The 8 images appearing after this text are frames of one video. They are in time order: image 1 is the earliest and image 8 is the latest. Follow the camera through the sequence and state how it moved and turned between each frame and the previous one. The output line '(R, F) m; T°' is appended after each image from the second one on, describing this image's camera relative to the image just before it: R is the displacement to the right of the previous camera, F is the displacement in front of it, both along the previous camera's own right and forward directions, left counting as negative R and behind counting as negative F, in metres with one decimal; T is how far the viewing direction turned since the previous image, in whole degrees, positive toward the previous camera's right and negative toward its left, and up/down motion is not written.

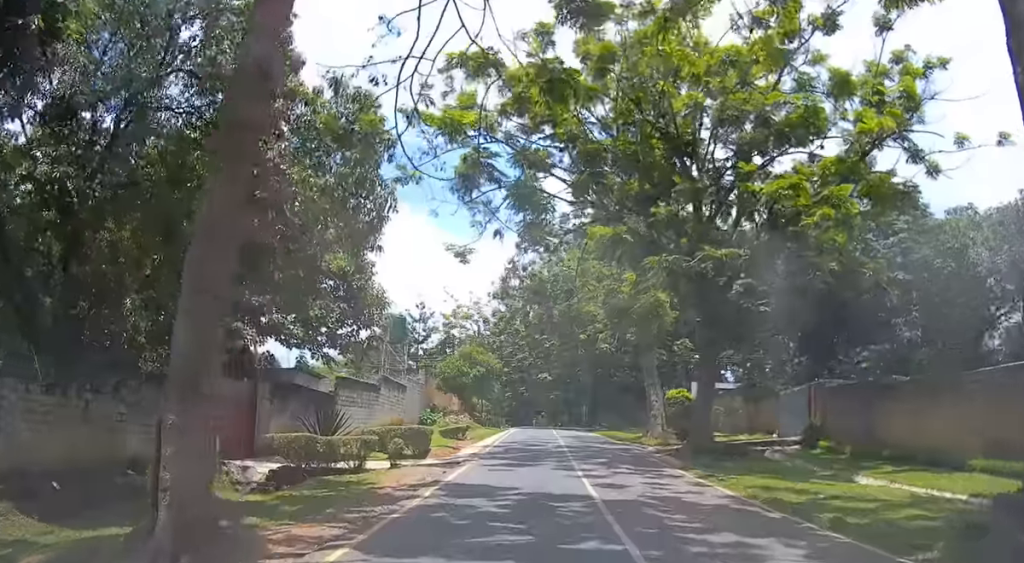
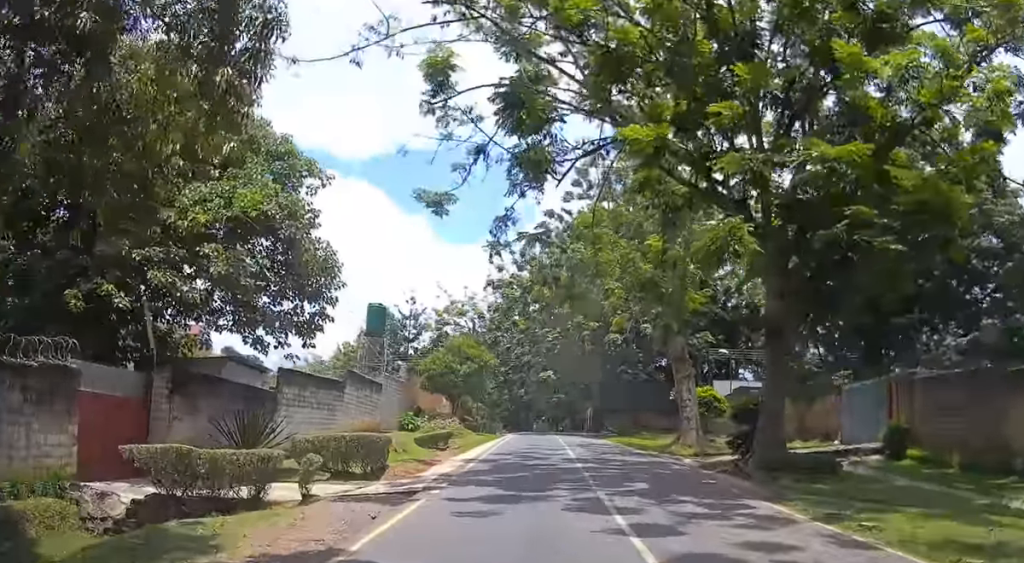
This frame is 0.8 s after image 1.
(0.0, +7.7) m; 0°
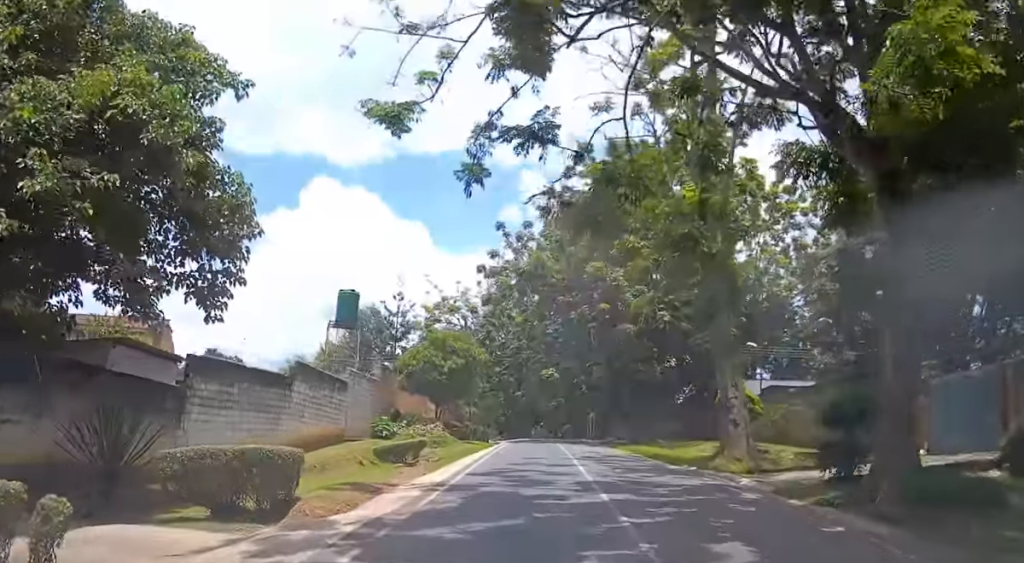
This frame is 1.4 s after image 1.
(0.0, +7.0) m; 0°
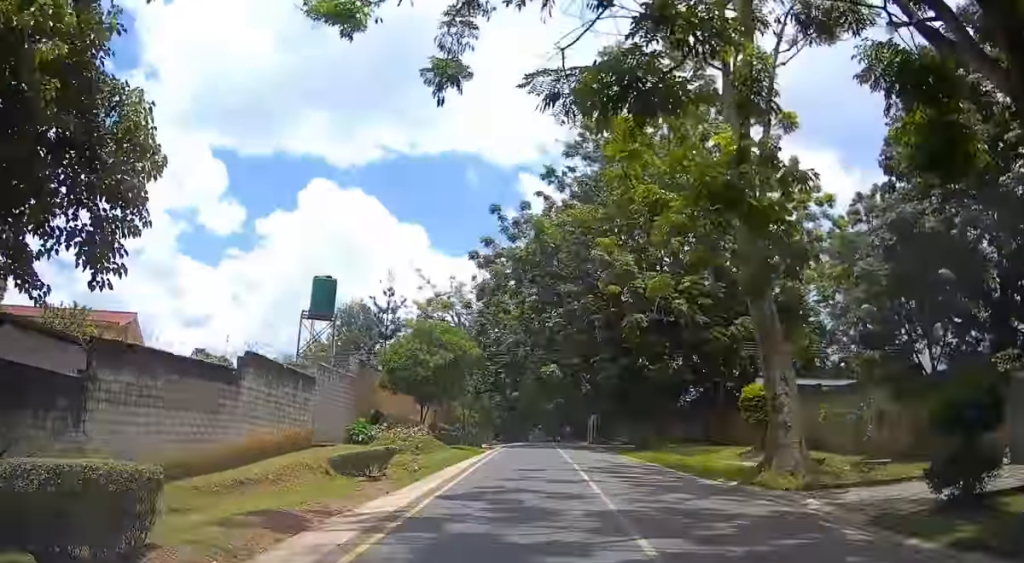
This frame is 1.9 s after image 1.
(0.0, +4.6) m; 0°
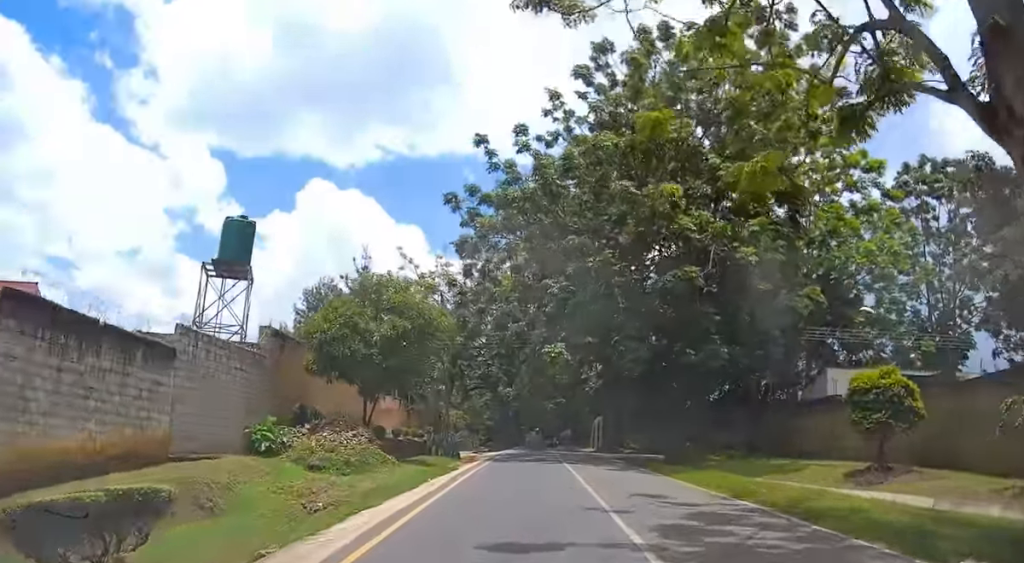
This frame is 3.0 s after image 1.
(0.0, +11.6) m; 0°
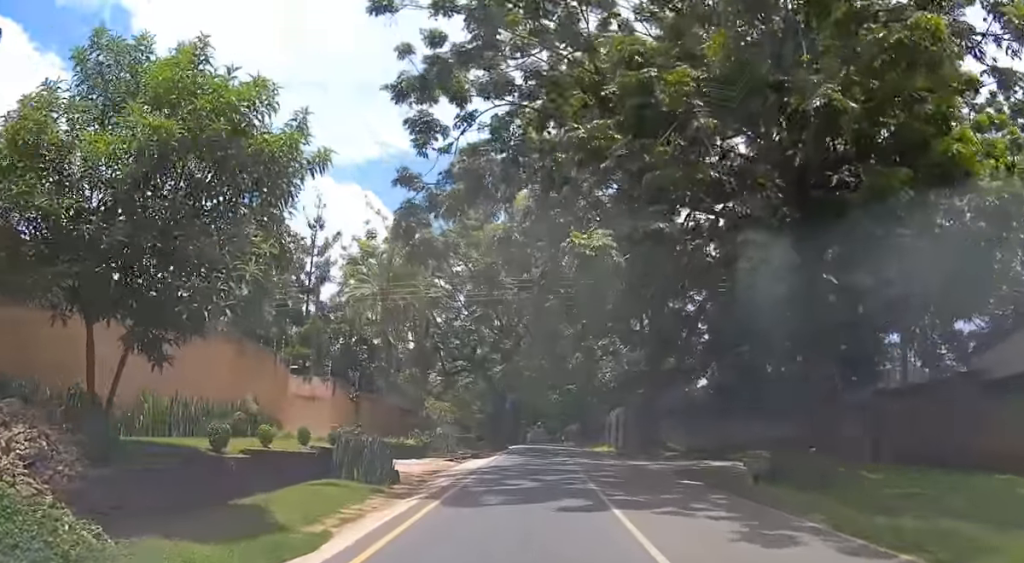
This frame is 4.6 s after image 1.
(0.0, +16.4) m; 0°
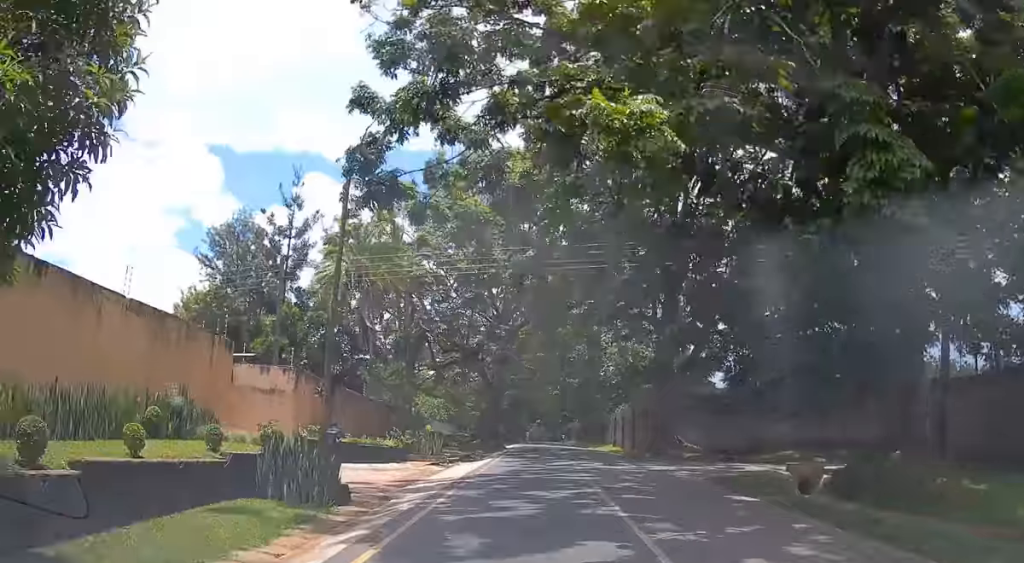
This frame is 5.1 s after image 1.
(0.0, +5.2) m; 0°
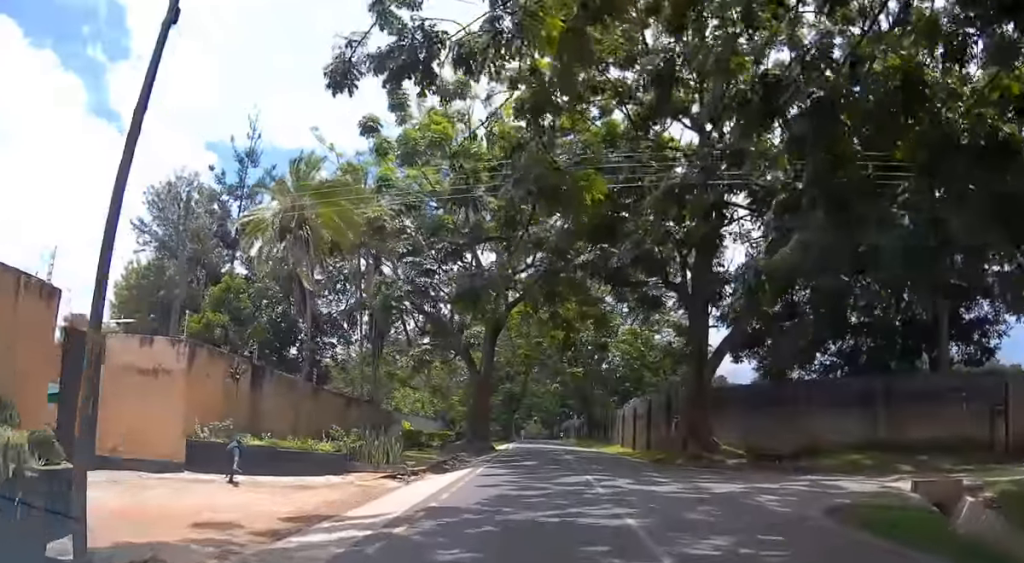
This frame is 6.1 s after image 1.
(0.0, +8.7) m; 0°
